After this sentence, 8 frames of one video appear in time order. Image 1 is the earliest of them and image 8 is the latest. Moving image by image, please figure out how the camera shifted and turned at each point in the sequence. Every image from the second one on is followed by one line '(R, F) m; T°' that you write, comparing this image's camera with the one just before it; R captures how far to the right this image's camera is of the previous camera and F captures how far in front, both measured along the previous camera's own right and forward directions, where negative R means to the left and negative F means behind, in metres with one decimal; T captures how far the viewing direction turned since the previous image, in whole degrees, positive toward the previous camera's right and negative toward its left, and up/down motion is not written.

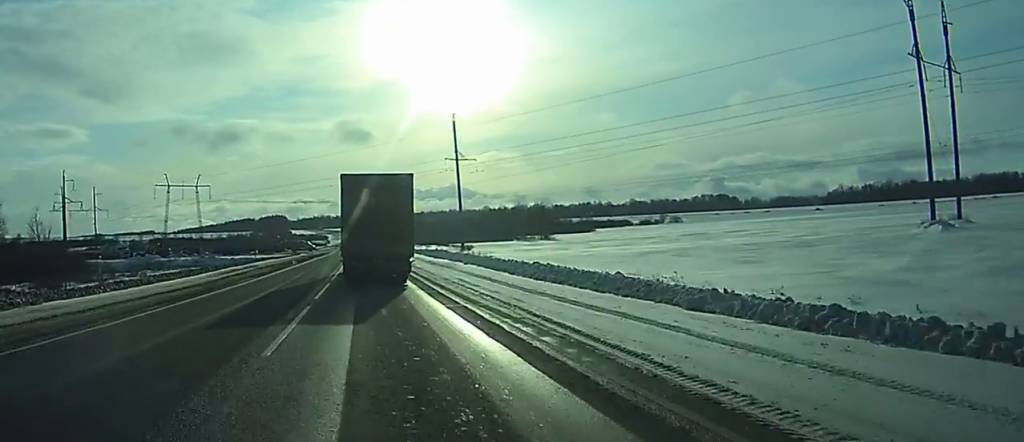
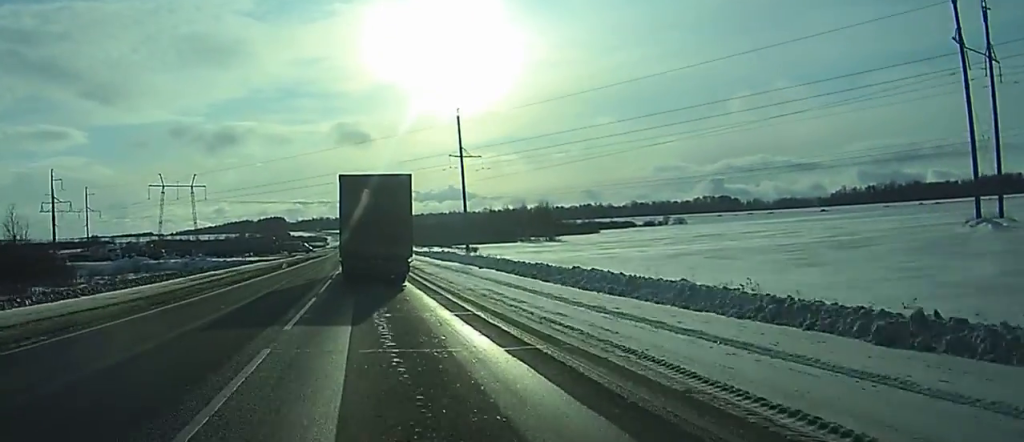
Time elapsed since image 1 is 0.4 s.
(0.0, +8.1) m; 0°
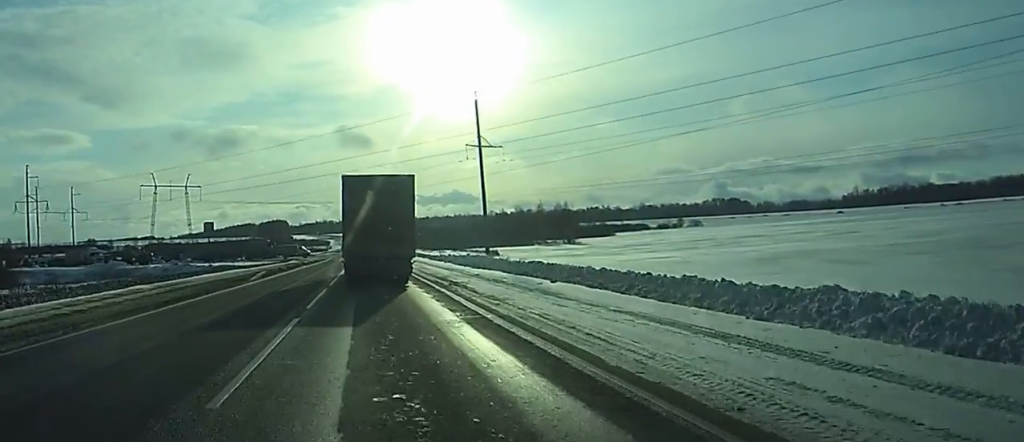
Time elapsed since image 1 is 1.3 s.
(0.0, +18.8) m; 0°
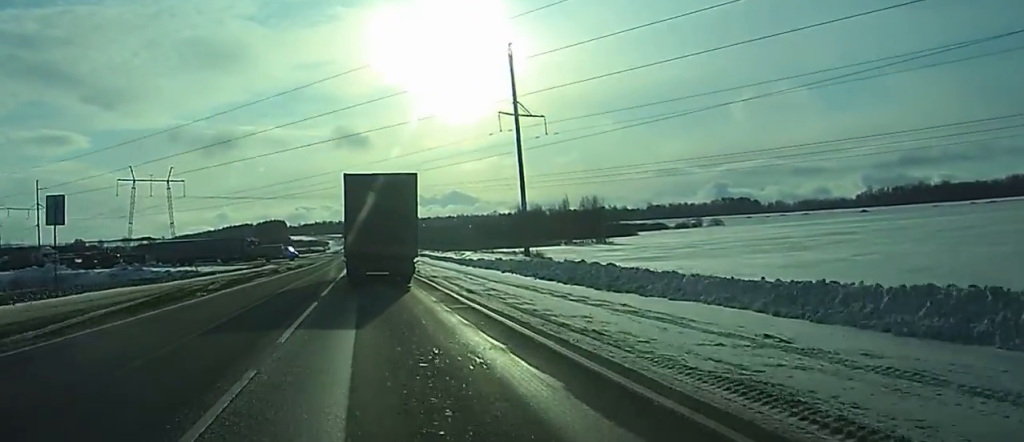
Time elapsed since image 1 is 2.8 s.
(-0.2, +30.4) m; 0°
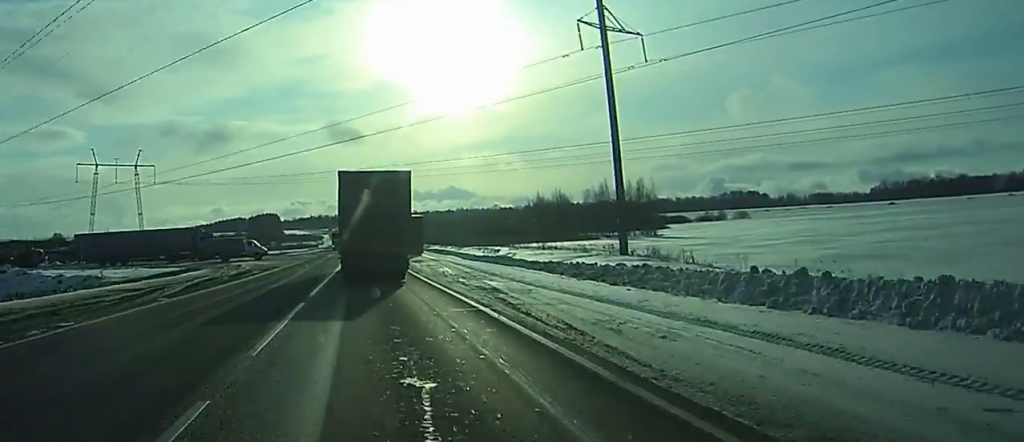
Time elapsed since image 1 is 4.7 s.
(+0.1, +37.7) m; 0°
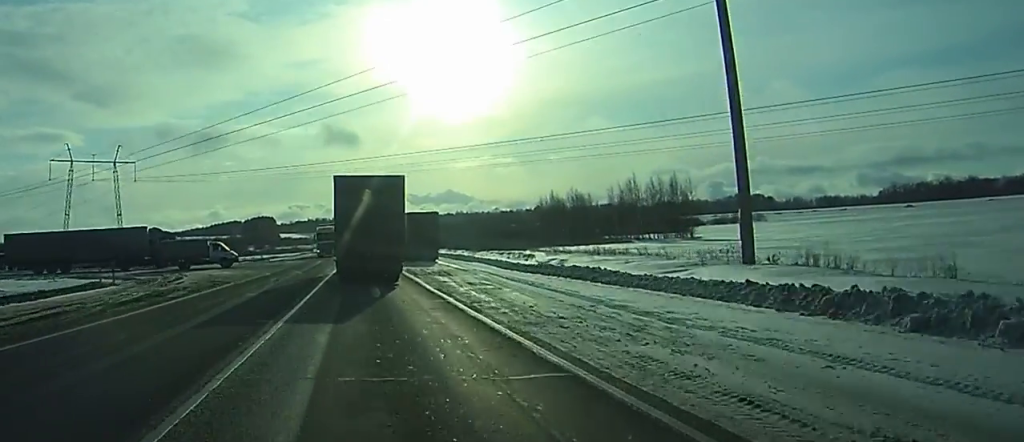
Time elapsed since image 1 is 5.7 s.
(0.0, +20.7) m; 0°
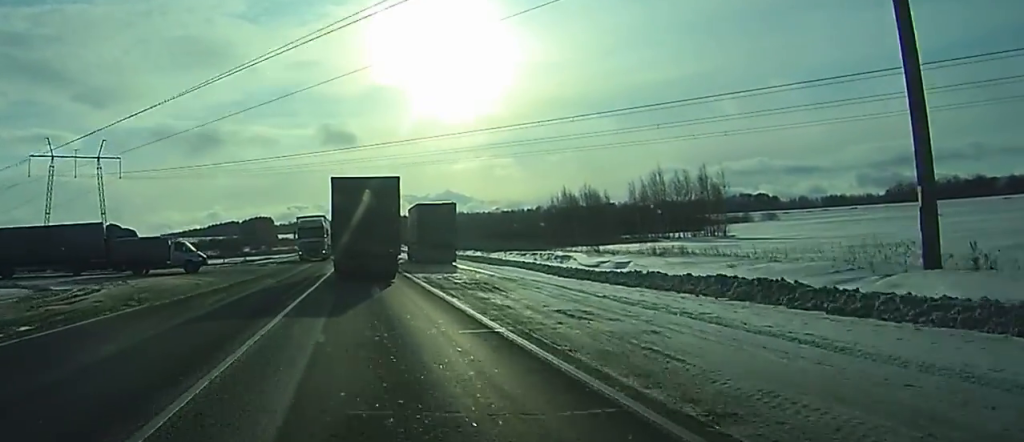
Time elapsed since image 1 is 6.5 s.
(0.0, +14.5) m; 0°
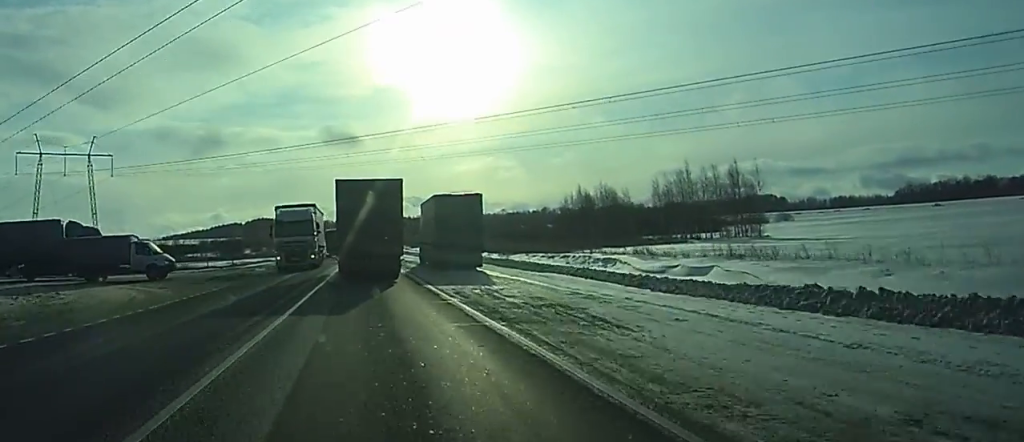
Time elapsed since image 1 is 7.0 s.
(0.0, +11.1) m; 0°
